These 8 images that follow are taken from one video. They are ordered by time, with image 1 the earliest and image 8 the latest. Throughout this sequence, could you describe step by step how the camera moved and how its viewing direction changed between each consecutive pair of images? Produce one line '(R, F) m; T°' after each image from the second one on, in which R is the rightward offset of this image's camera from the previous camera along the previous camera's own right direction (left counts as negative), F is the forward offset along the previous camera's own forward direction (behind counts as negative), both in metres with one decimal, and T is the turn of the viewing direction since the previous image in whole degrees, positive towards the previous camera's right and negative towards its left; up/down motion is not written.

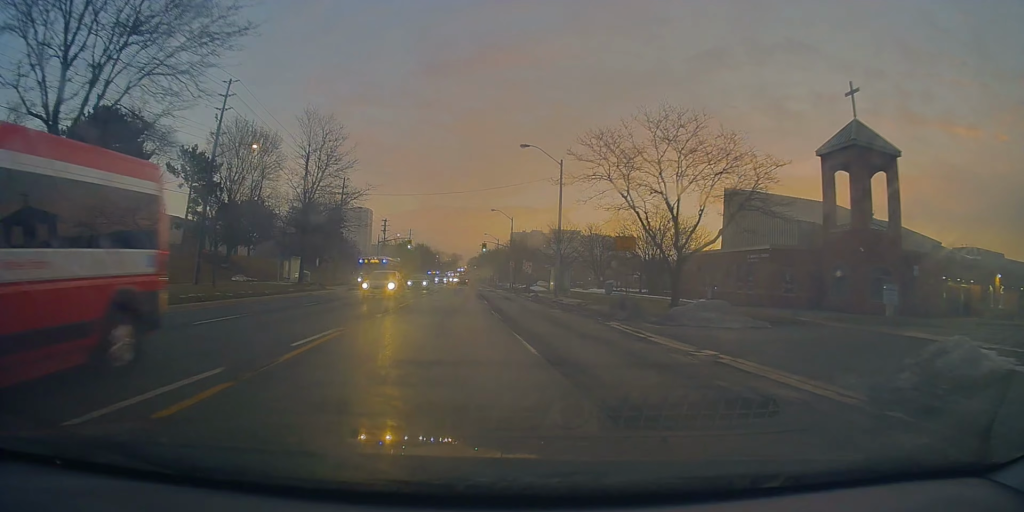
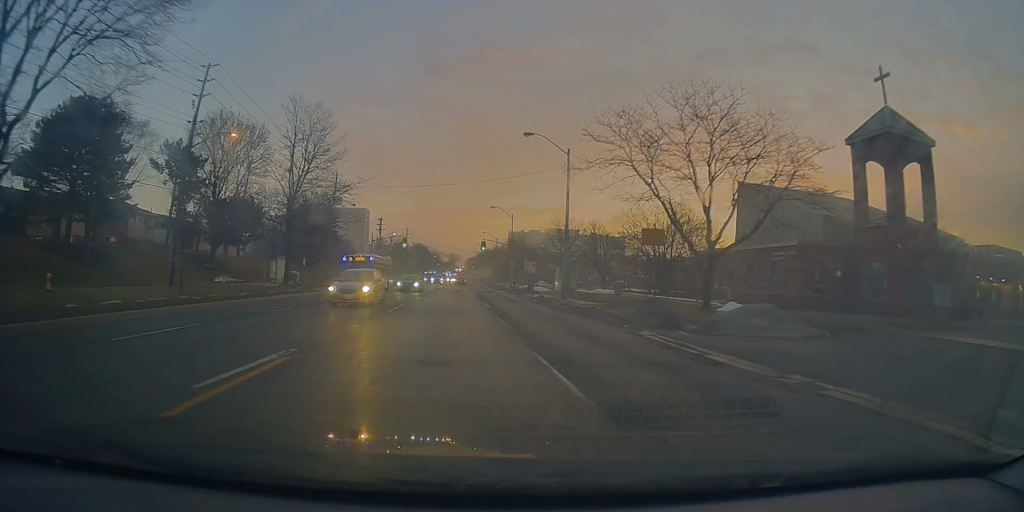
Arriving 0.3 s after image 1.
(-0.2, +4.1) m; +1°
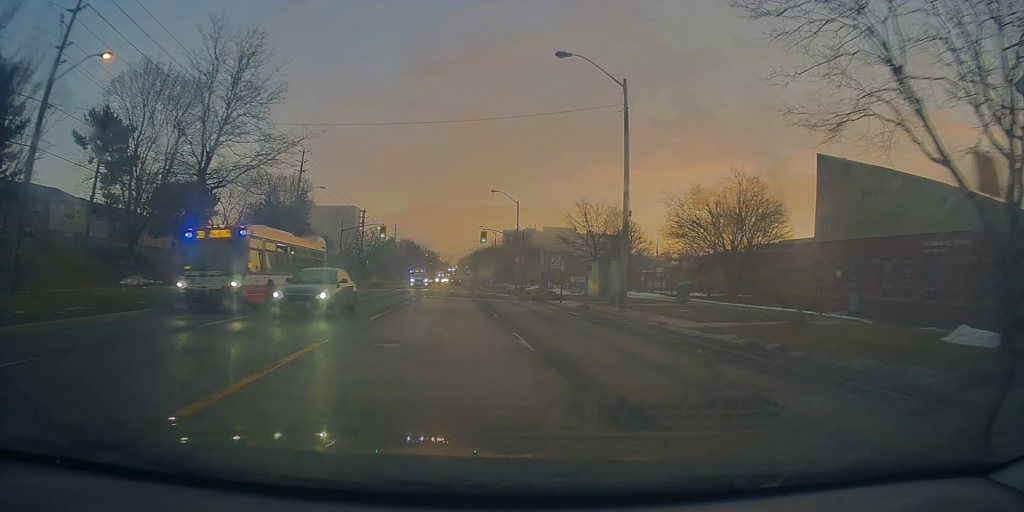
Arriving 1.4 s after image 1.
(+0.8, +16.0) m; +3°
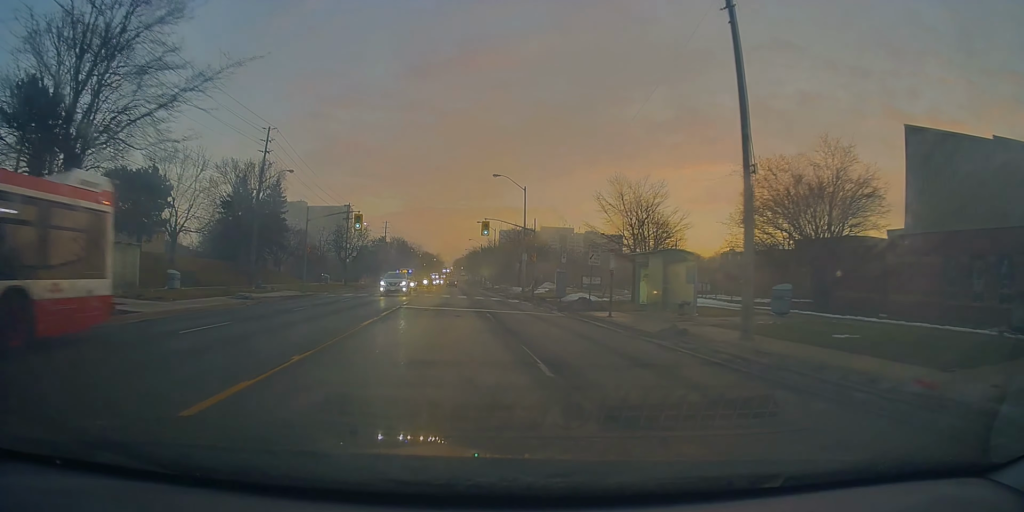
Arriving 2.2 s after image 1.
(-0.2, +11.7) m; +1°
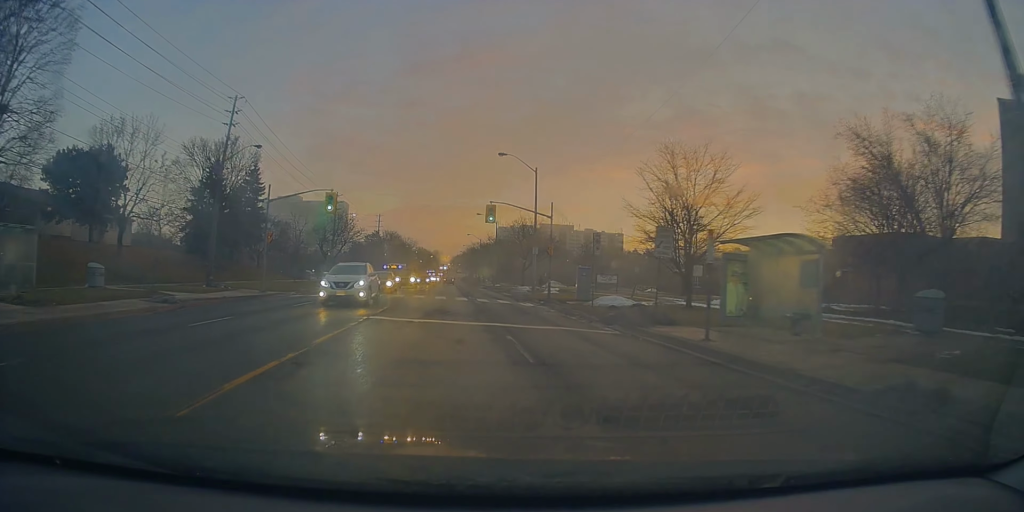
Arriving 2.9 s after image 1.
(+0.1, +9.2) m; 0°
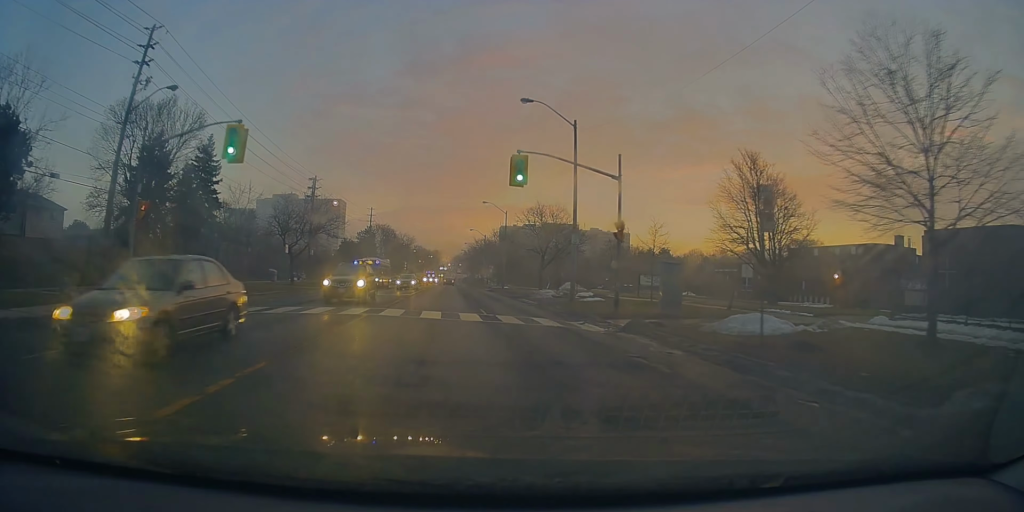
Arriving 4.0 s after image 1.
(0.0, +15.6) m; -2°
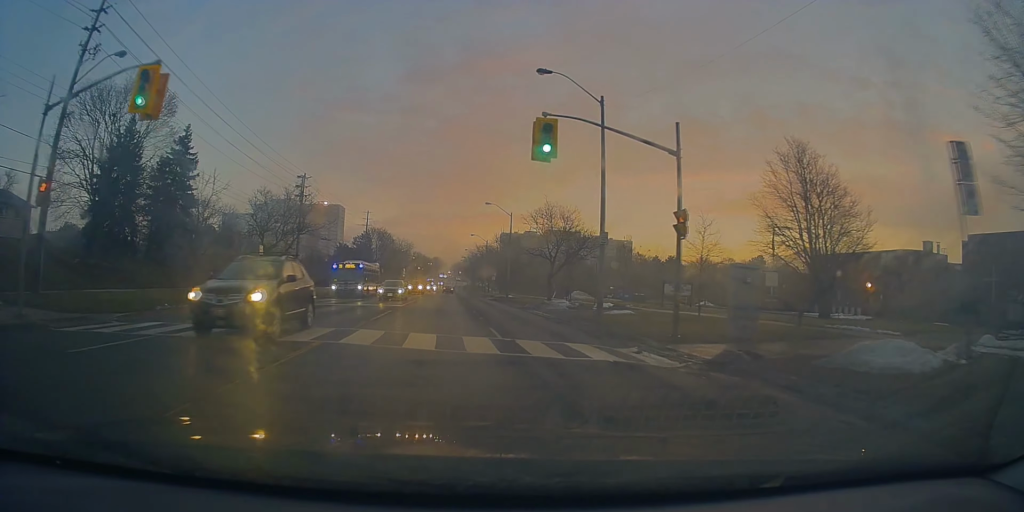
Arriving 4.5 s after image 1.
(-0.1, +6.1) m; -2°
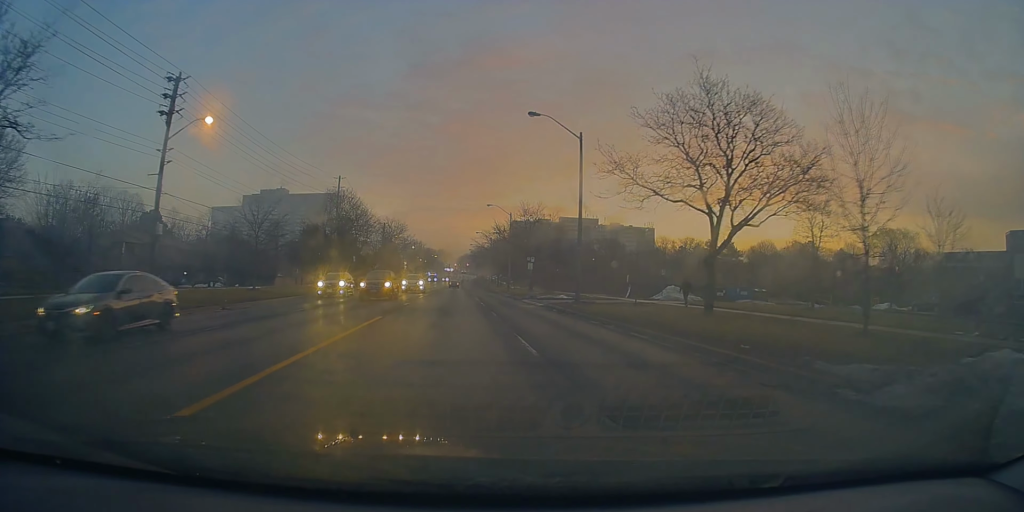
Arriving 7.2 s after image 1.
(+1.4, +35.0) m; +2°
